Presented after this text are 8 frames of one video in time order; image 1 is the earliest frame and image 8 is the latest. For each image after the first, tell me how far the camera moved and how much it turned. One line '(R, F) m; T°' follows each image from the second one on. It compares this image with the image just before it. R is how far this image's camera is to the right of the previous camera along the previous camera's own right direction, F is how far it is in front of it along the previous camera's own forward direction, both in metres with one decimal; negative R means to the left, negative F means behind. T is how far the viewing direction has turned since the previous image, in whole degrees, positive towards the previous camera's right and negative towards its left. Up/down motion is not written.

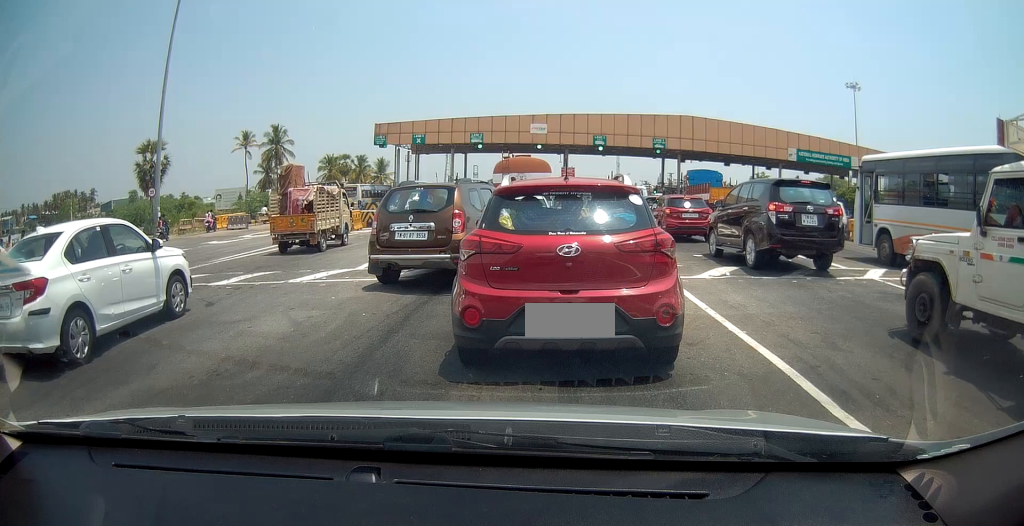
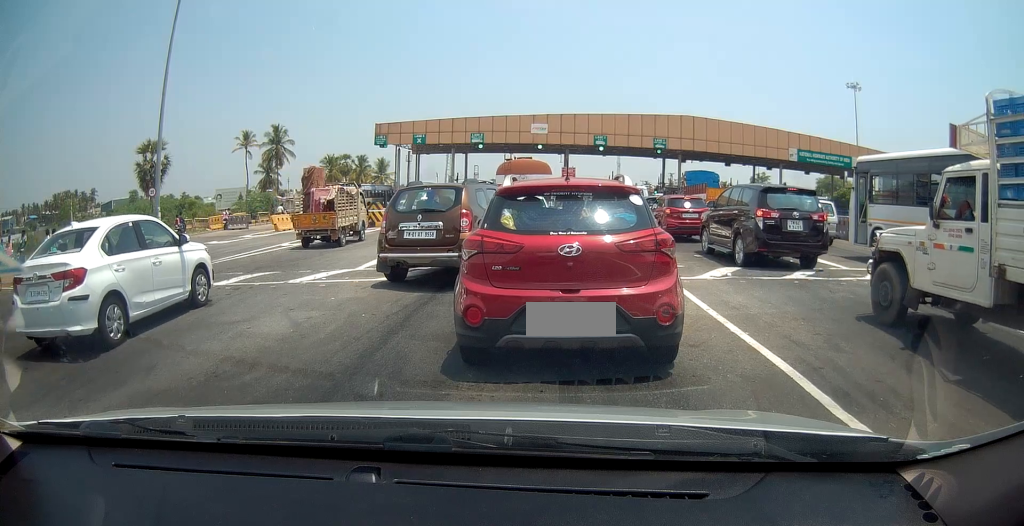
(0.0, 0.0) m; 0°
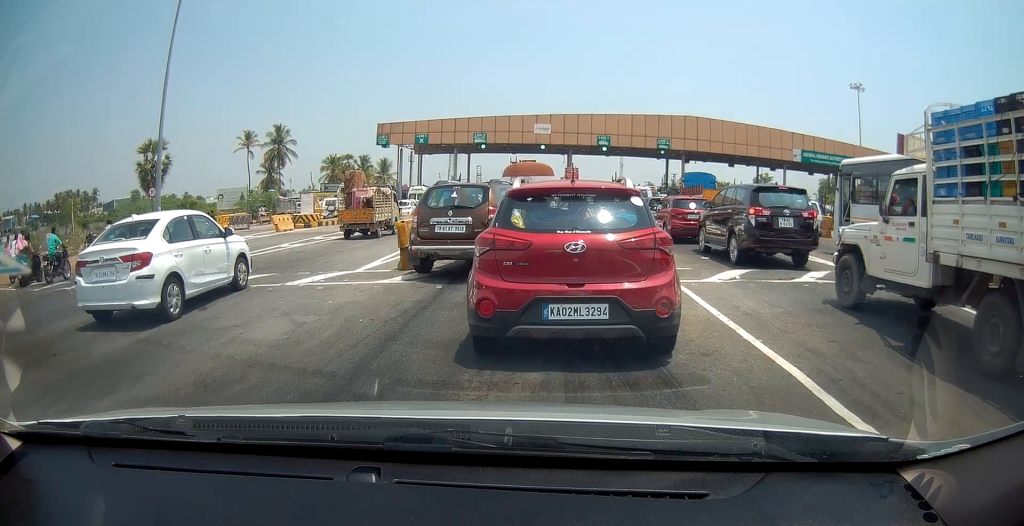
(+0.1, 0.0) m; 0°
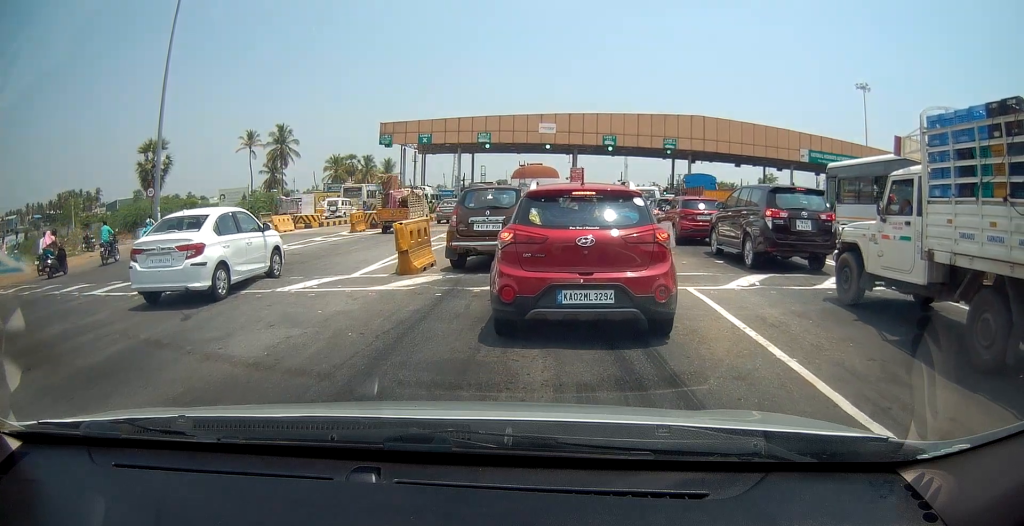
(+0.2, +0.3) m; 0°
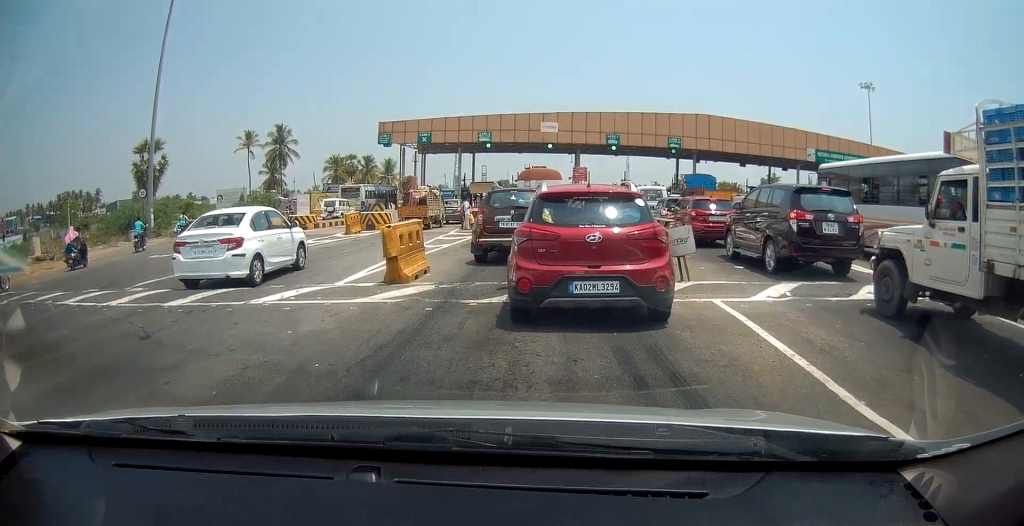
(+0.2, +0.9) m; 0°
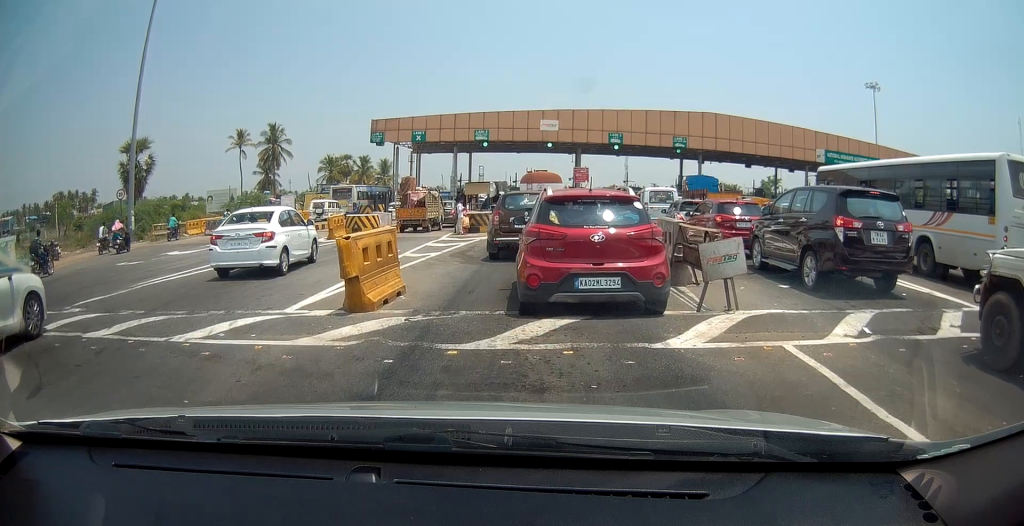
(+0.2, +2.1) m; 0°
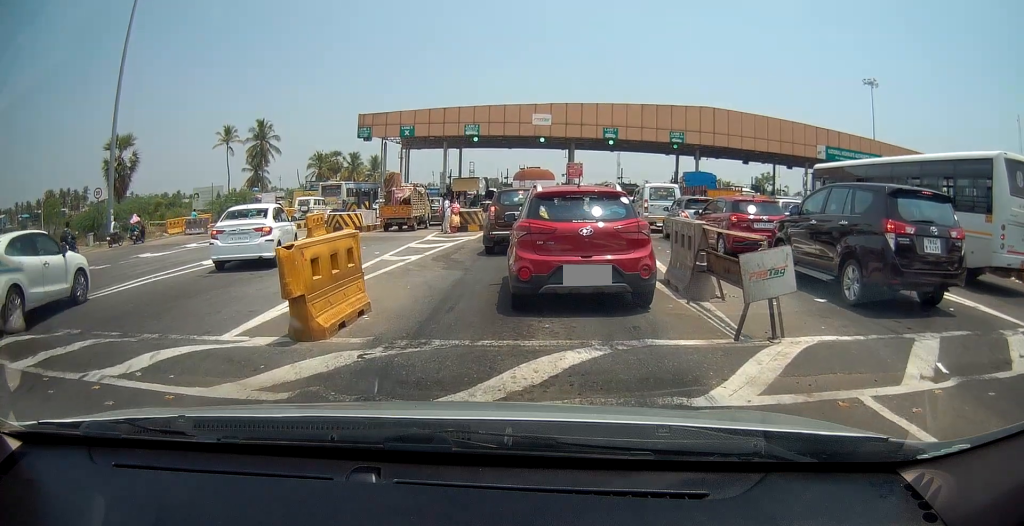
(-0.1, +1.6) m; -3°
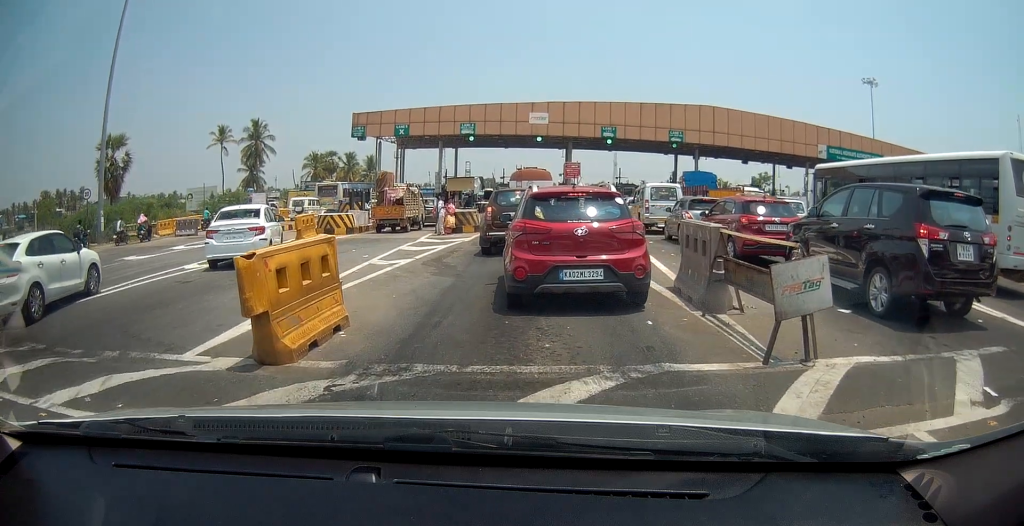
(0.0, +0.7) m; 0°
